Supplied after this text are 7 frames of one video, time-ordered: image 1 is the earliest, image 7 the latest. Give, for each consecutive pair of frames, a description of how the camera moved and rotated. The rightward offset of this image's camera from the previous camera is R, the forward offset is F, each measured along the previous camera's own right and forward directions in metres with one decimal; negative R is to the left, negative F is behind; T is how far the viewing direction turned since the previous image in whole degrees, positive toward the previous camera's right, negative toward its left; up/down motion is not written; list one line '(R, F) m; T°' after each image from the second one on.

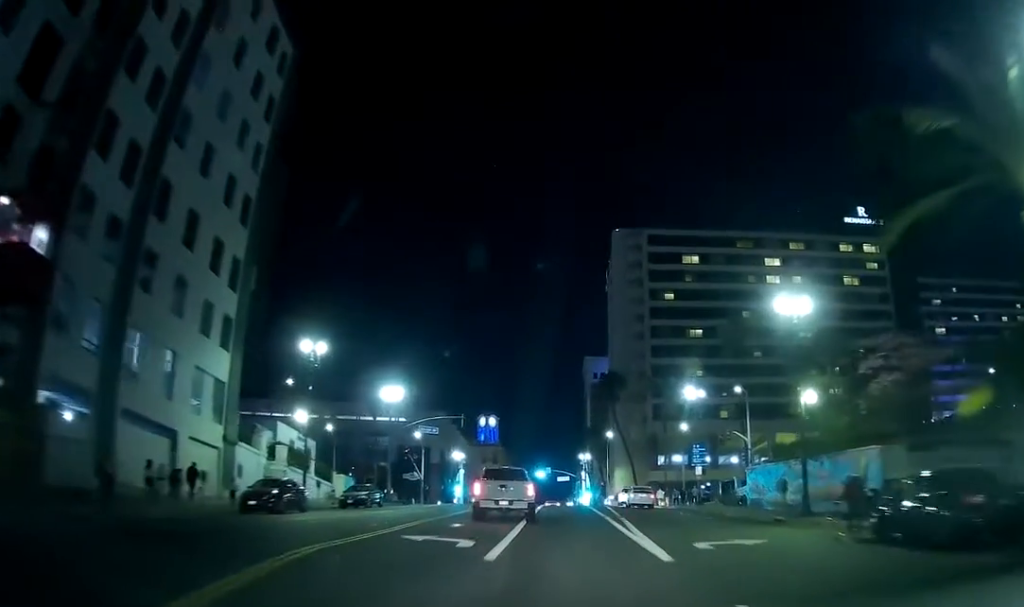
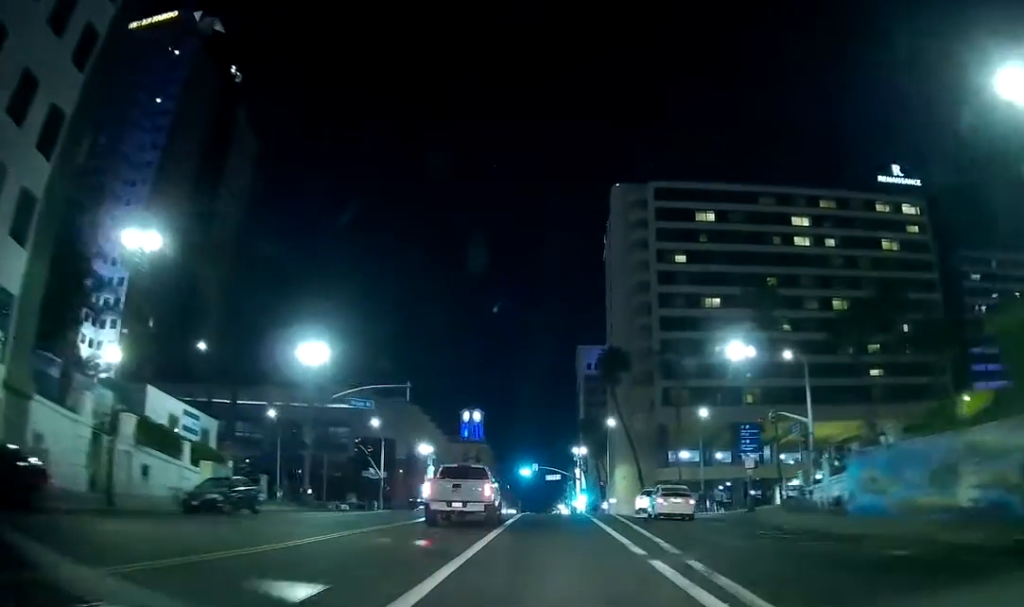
(+0.7, +18.1) m; +3°
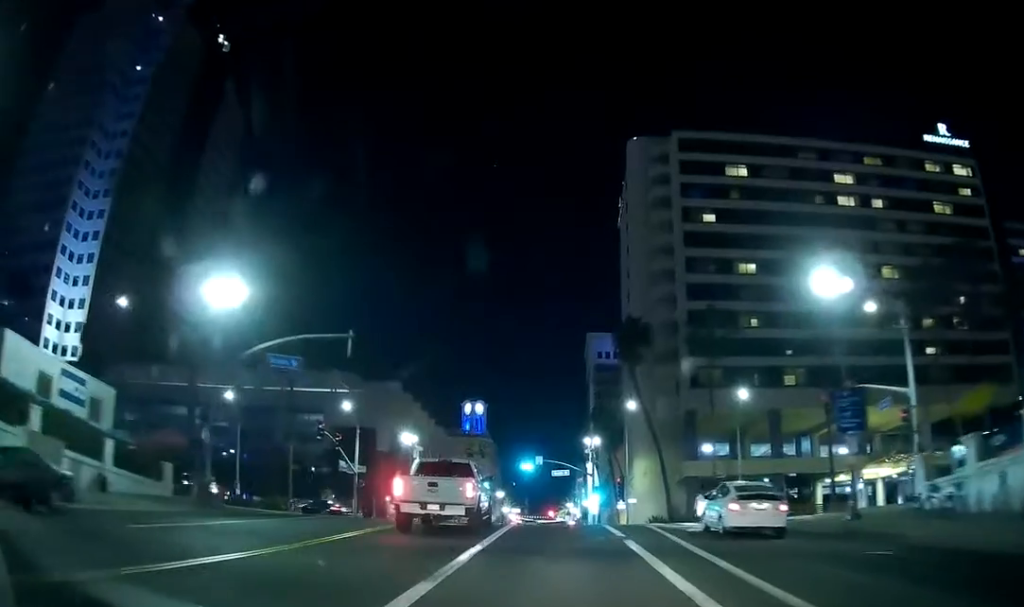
(-0.1, +13.4) m; -2°
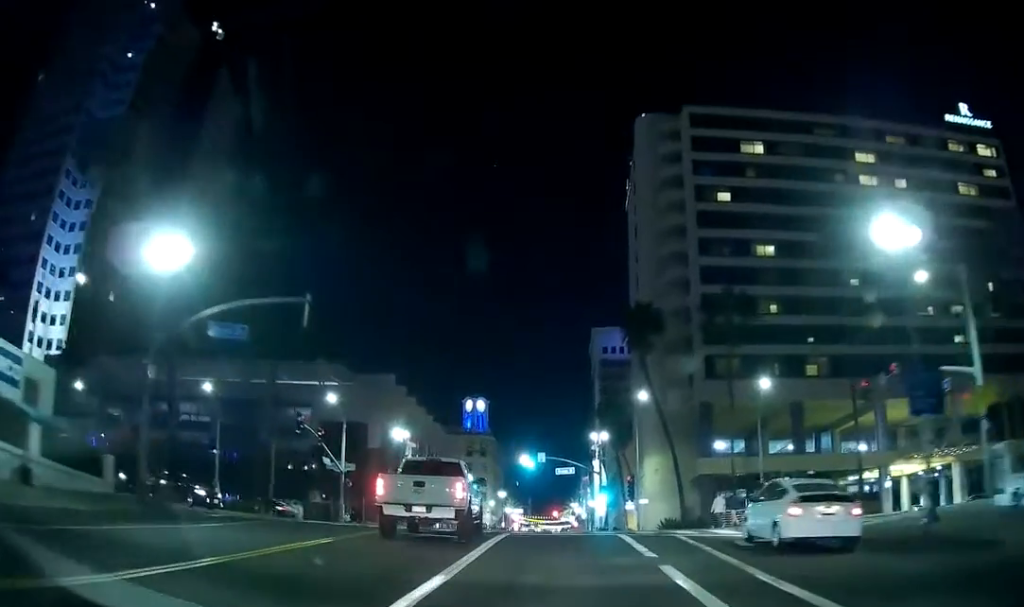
(-0.1, +5.9) m; -1°
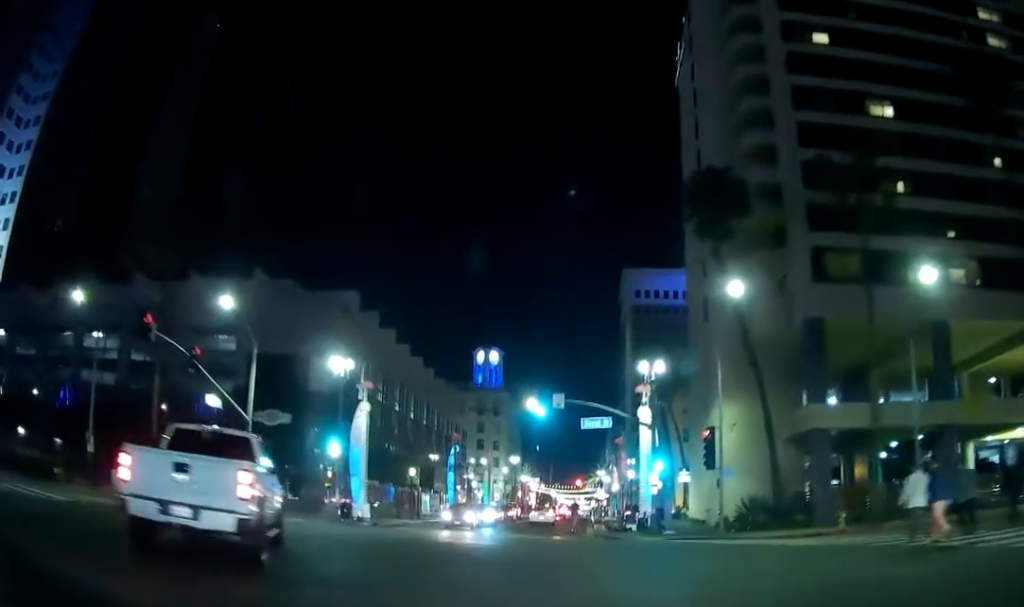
(+1.4, +24.1) m; +3°
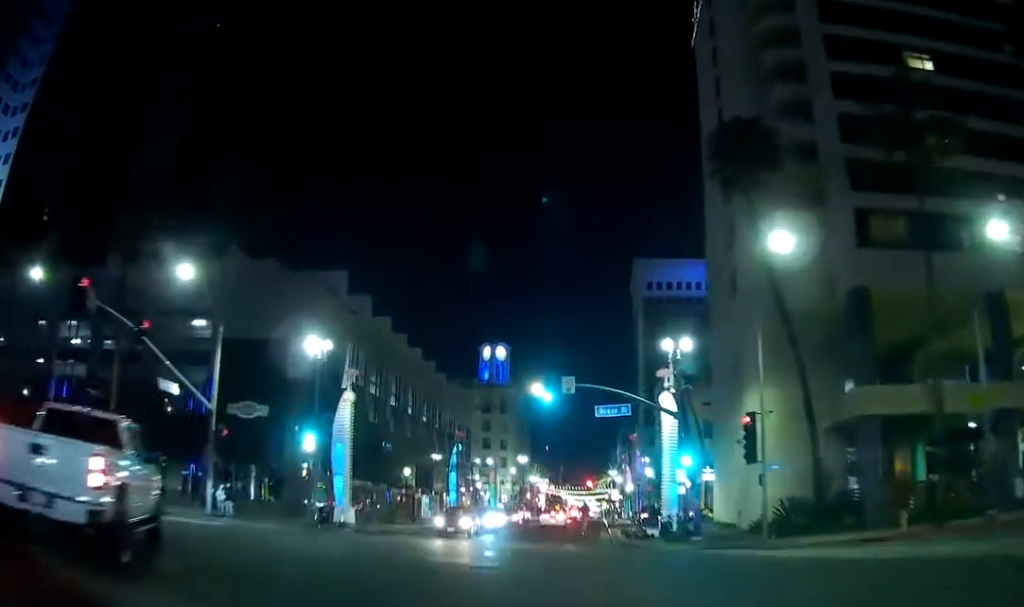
(-0.3, +5.7) m; -2°
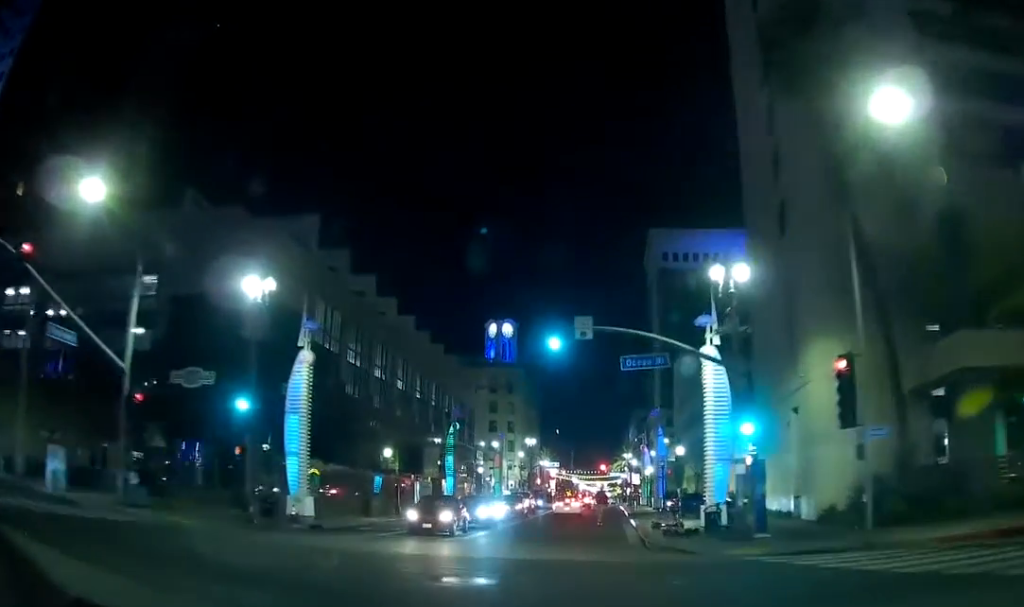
(-0.1, +9.0) m; -4°
